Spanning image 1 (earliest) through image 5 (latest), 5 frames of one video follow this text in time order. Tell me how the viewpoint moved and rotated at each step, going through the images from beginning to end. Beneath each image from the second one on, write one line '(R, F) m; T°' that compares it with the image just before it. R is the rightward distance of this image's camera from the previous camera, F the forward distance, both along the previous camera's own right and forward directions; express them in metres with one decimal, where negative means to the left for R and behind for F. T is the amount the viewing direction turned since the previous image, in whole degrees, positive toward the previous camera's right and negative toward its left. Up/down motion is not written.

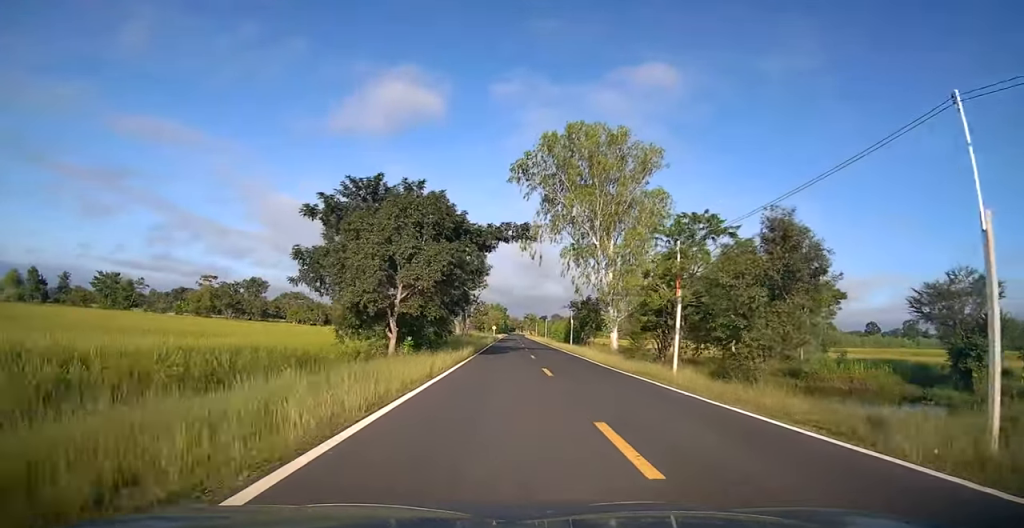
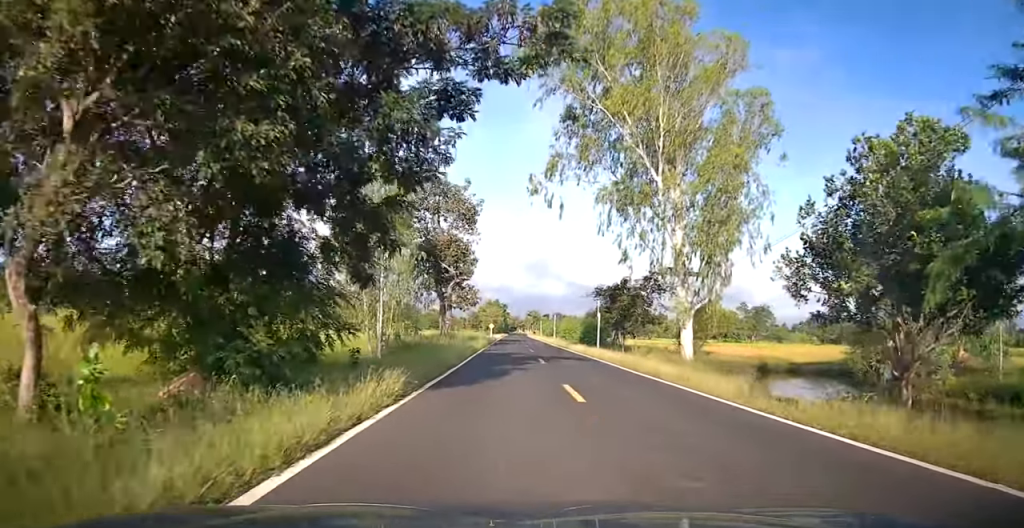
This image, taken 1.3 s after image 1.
(-0.1, +18.9) m; 0°
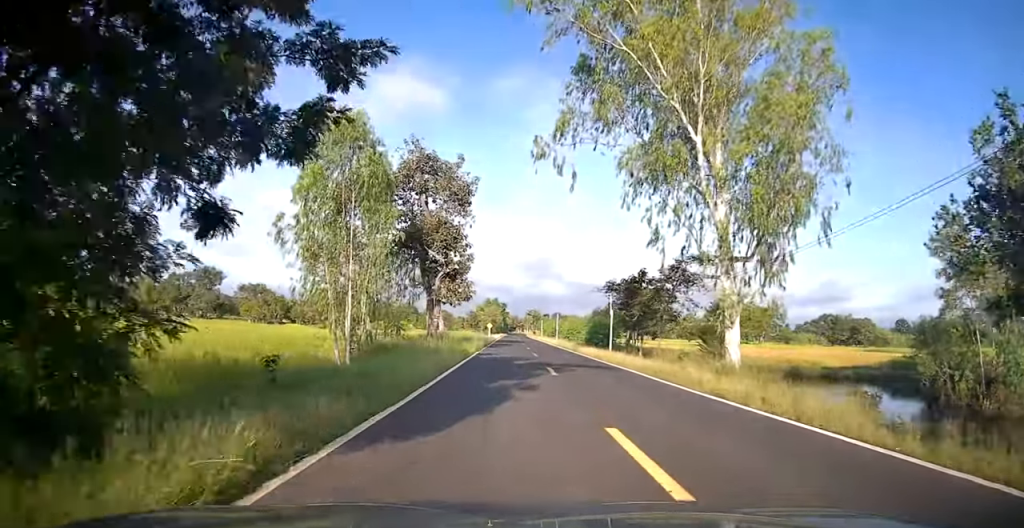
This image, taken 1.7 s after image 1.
(0.0, +5.9) m; 0°
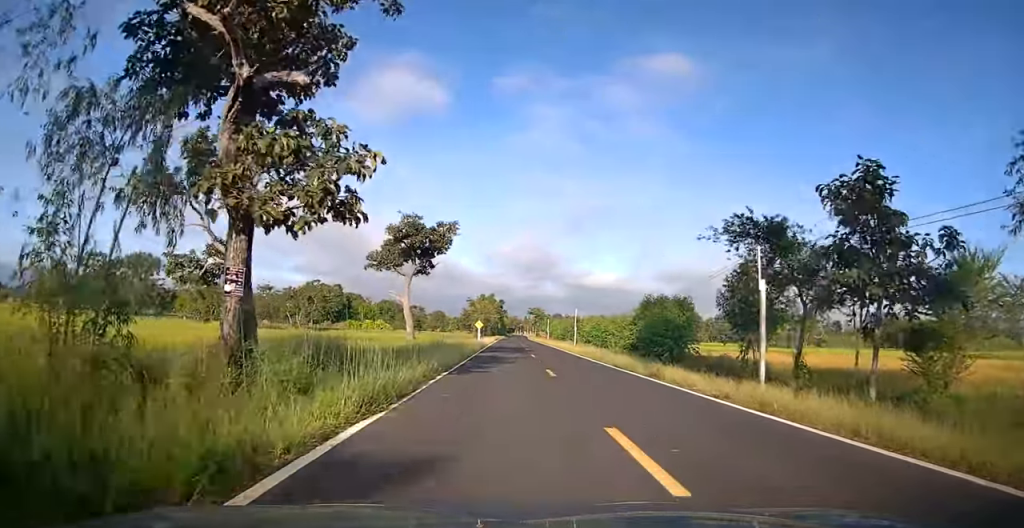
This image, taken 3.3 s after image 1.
(+0.1, +24.1) m; +1°
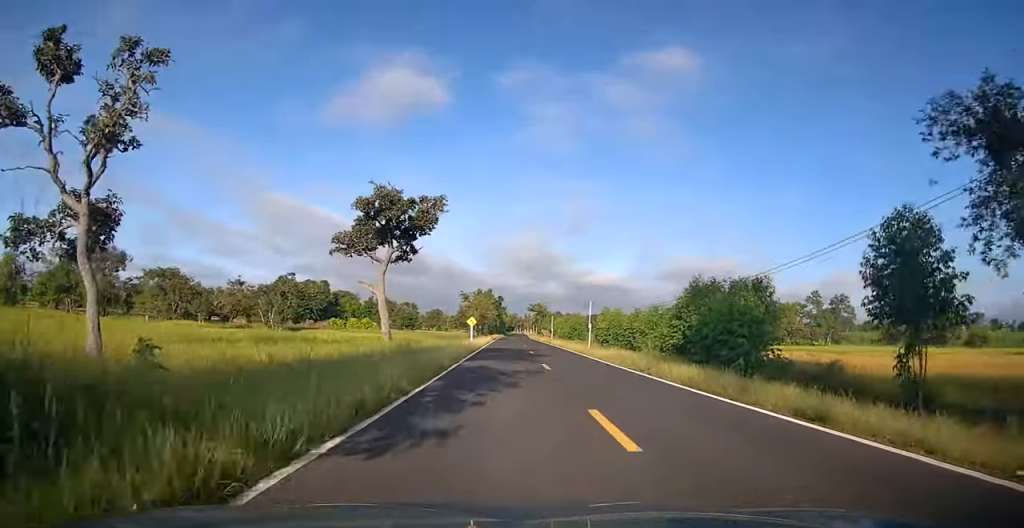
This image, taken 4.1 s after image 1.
(+0.1, +10.3) m; 0°
